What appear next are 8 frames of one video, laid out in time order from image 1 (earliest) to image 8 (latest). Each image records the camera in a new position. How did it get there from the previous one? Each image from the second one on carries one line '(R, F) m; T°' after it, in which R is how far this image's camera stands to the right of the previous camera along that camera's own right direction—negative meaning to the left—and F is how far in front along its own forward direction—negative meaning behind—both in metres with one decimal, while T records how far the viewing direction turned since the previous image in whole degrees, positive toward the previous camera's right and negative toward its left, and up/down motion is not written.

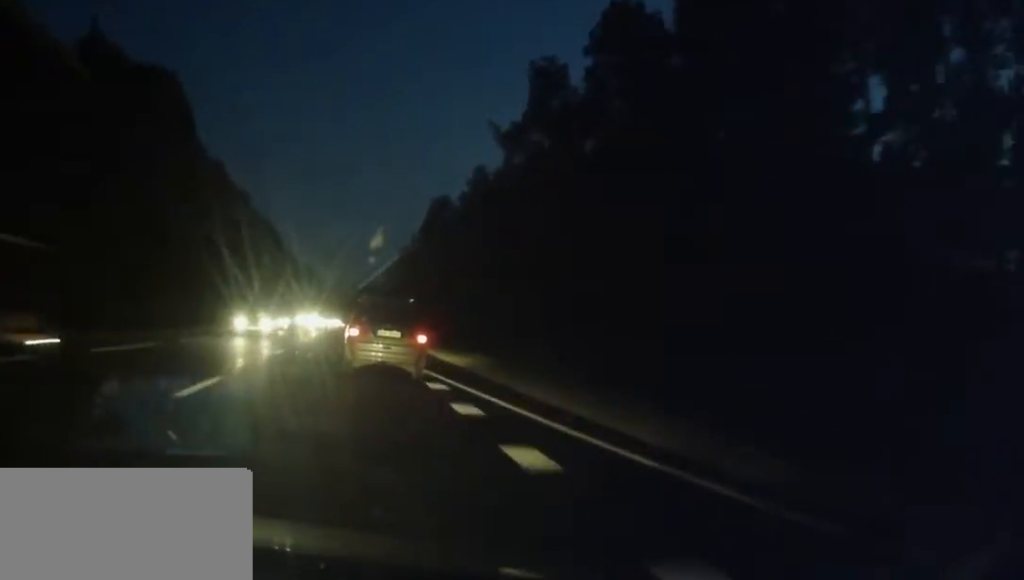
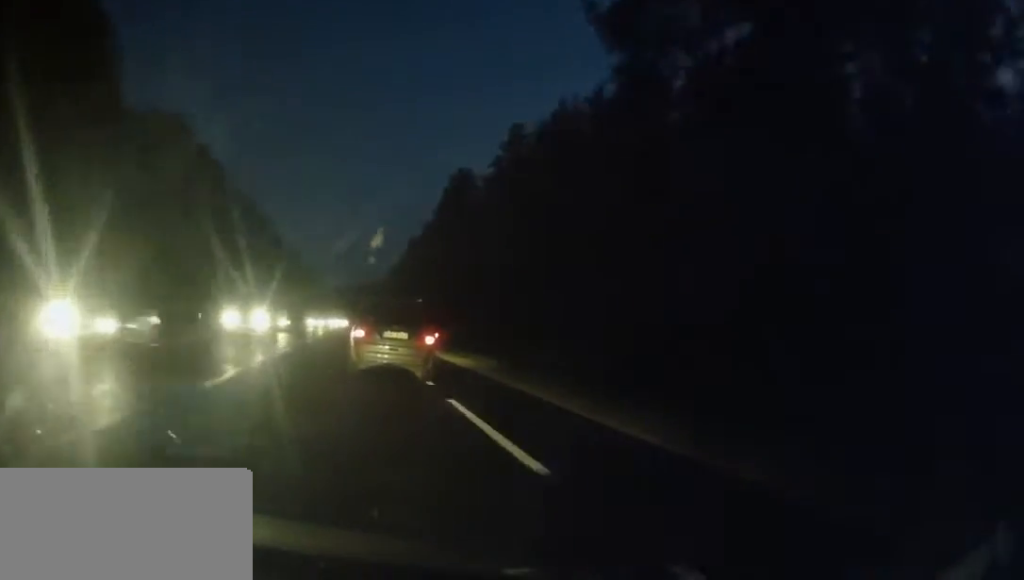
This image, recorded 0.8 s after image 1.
(+0.1, +22.3) m; 0°
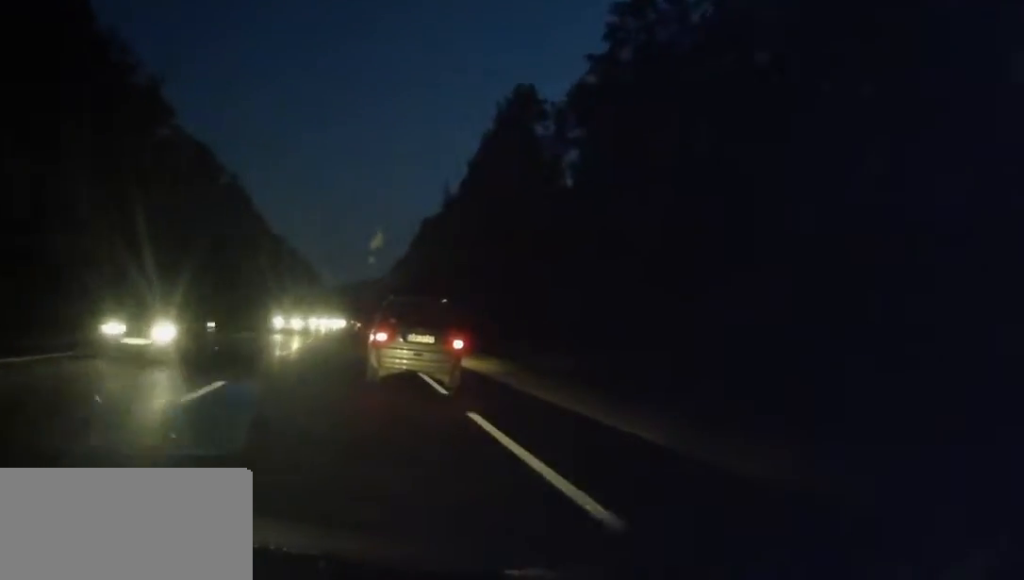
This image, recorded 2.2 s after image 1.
(-0.1, +37.5) m; -1°
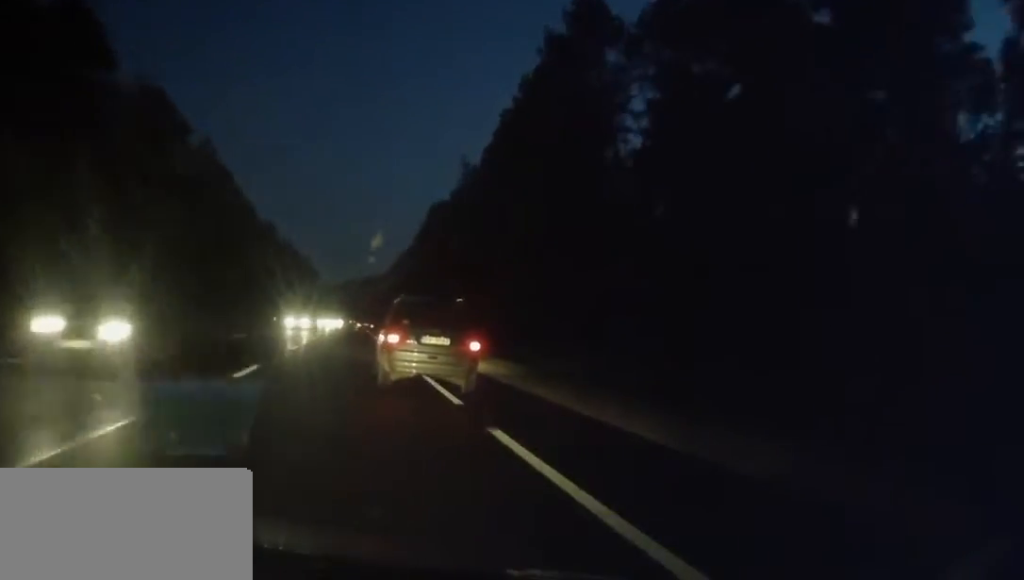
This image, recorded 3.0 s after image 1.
(-0.3, +19.7) m; 0°
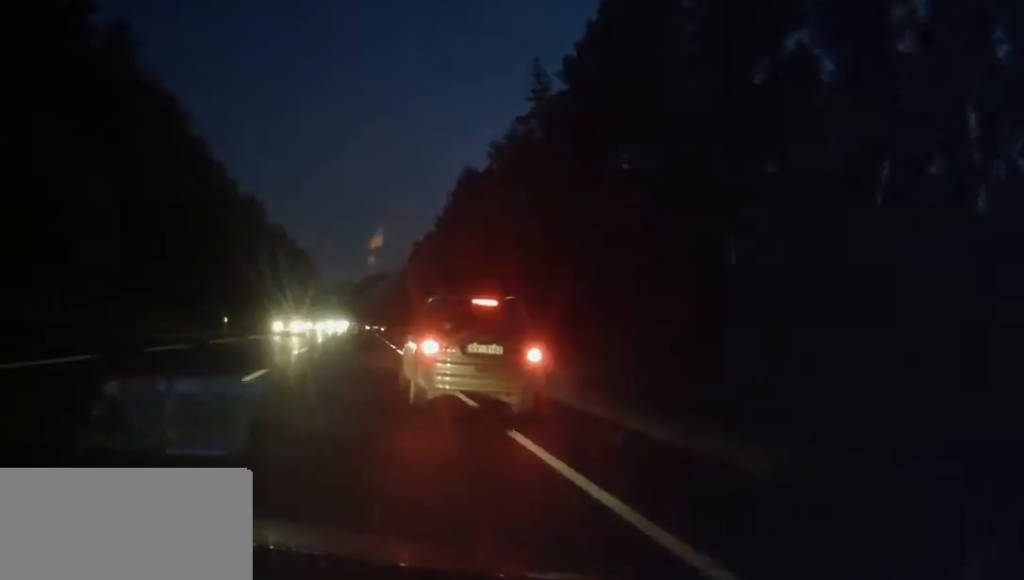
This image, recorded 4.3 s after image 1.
(+0.3, +35.8) m; +1°
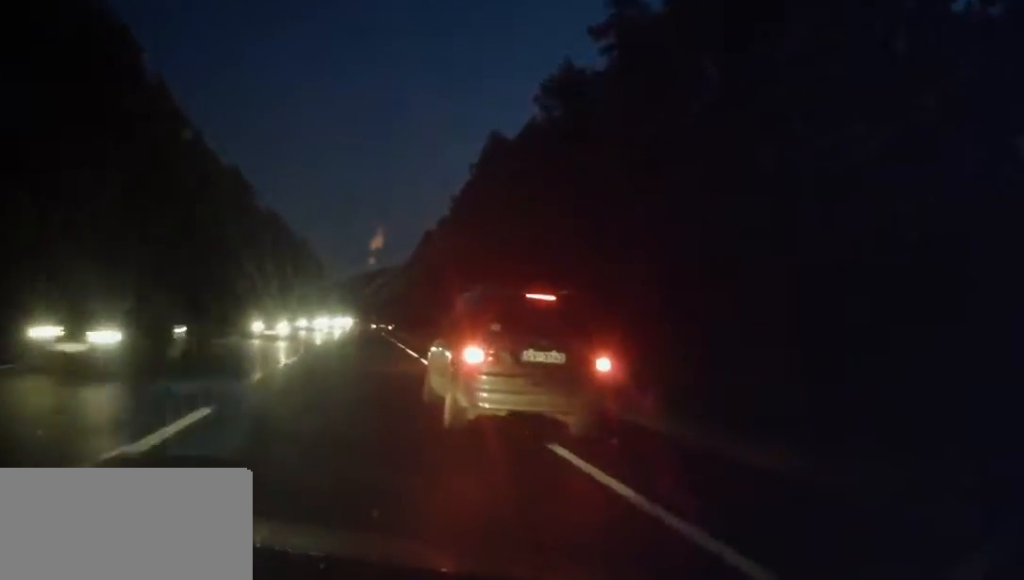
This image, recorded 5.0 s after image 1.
(0.0, +18.8) m; 0°
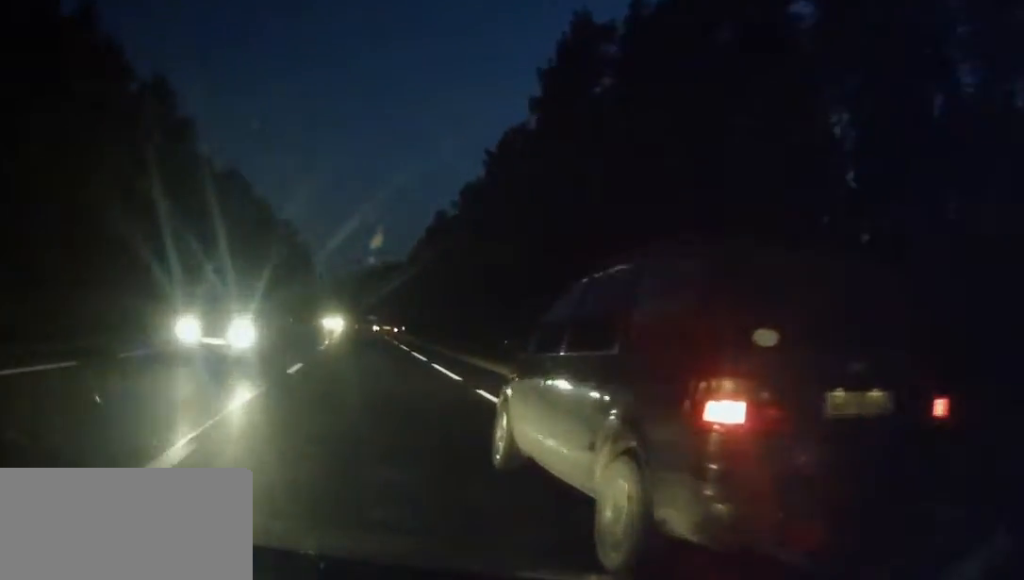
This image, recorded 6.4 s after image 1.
(-0.2, +38.7) m; -1°
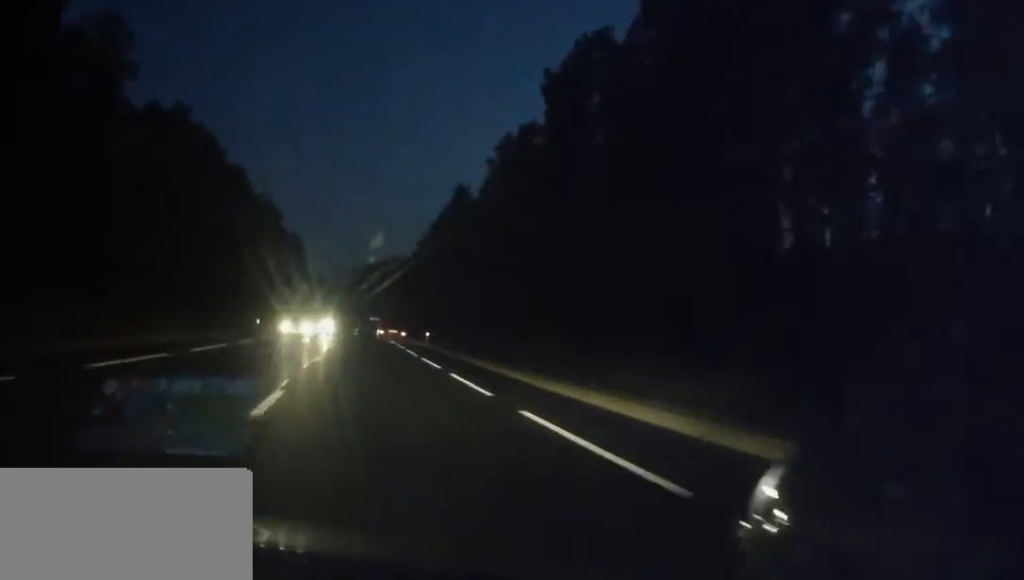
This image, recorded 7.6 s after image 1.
(-0.1, +30.5) m; 0°
